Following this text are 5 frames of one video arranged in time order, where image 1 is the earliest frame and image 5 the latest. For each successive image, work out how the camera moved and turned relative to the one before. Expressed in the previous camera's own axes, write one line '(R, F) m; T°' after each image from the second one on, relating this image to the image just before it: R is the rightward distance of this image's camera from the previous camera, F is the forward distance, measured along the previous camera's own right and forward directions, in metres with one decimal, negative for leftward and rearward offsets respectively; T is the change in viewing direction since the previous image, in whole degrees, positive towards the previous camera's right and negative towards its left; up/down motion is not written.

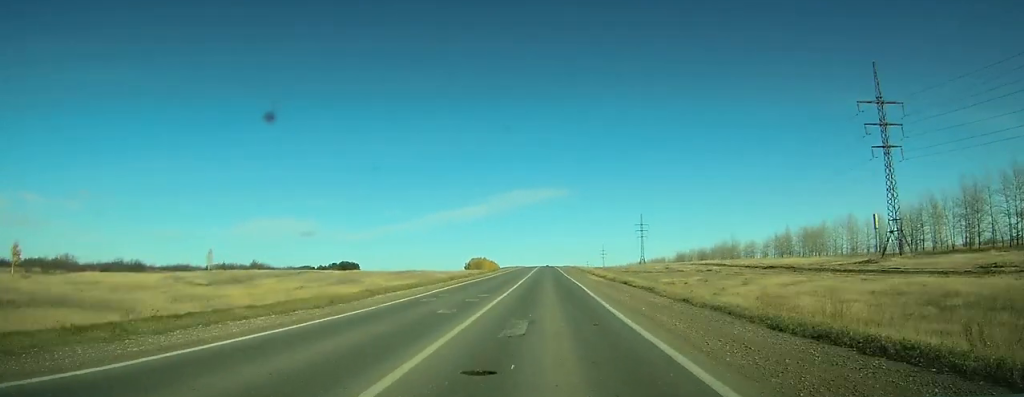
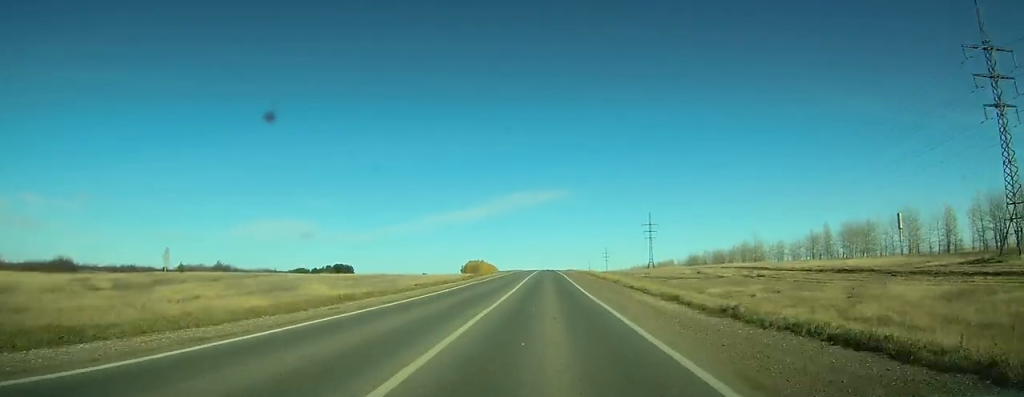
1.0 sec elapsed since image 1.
(0.0, +24.7) m; 0°
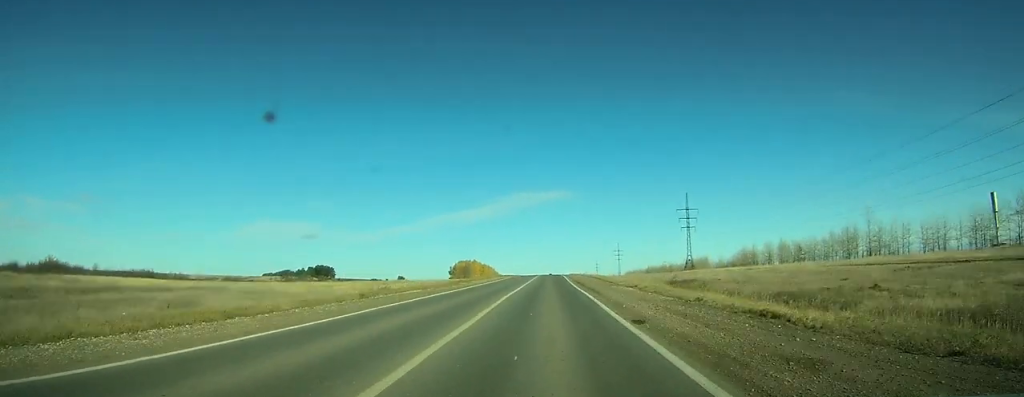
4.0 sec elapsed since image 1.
(-0.2, +75.2) m; 0°
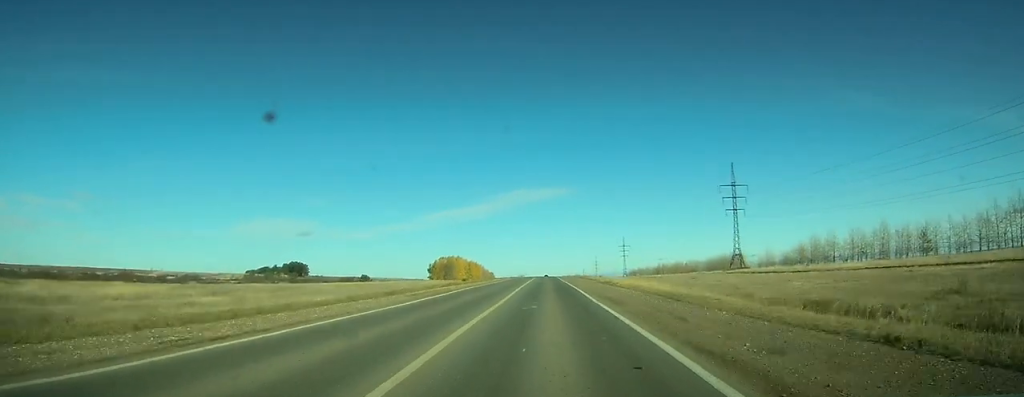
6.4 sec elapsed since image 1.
(-0.1, +57.9) m; 0°
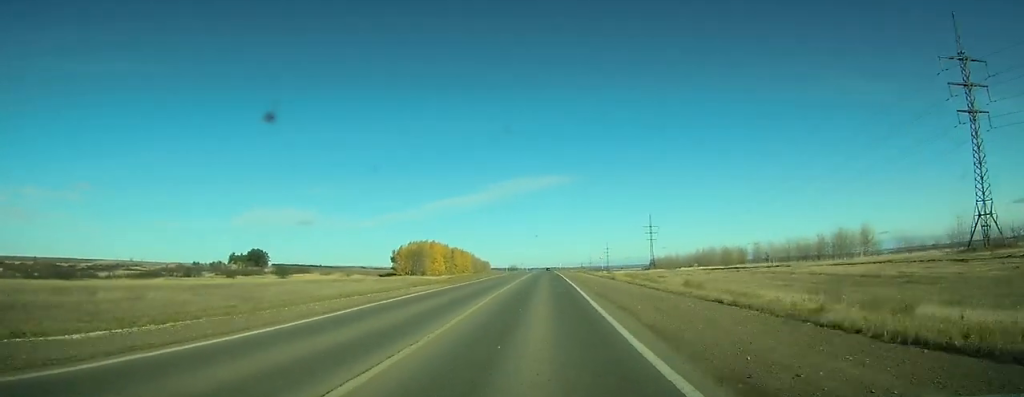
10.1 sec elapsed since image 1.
(+0.5, +101.4) m; 0°
